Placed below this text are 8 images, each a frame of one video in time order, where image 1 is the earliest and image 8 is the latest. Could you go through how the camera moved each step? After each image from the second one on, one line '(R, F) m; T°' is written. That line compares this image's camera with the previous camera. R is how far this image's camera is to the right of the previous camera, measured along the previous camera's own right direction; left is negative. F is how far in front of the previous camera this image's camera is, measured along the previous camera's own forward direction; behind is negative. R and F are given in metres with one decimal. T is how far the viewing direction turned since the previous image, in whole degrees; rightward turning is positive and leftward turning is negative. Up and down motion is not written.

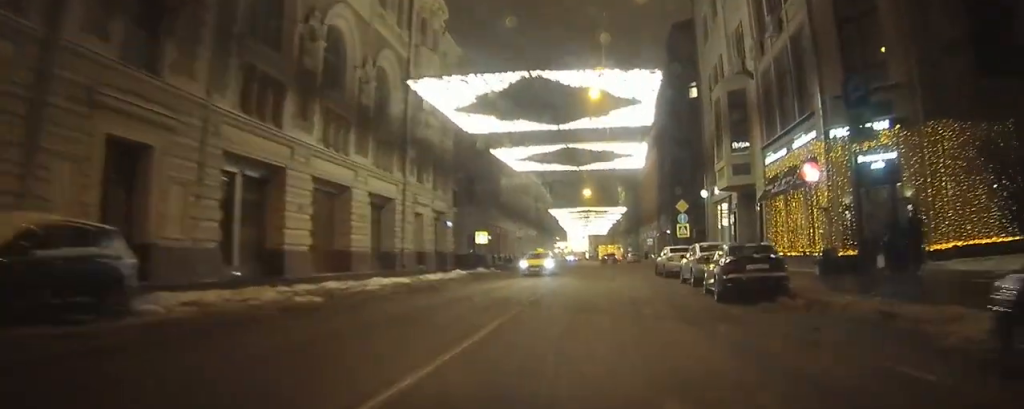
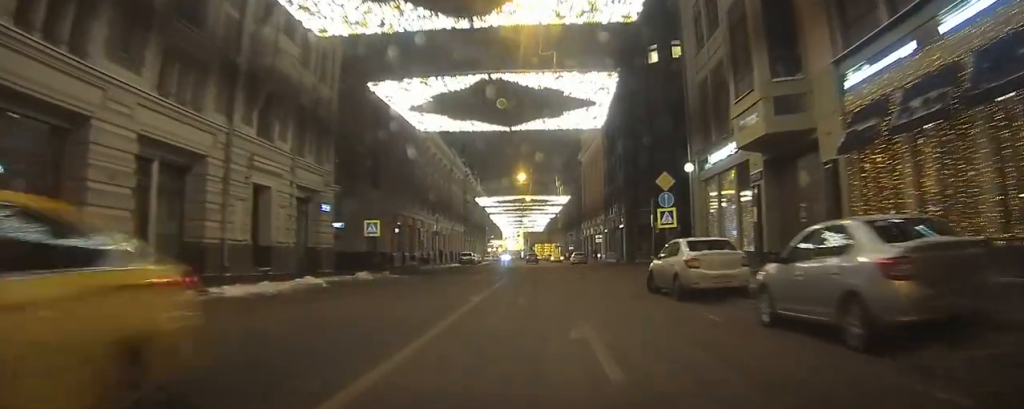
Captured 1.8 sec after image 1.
(+0.6, +16.1) m; +3°
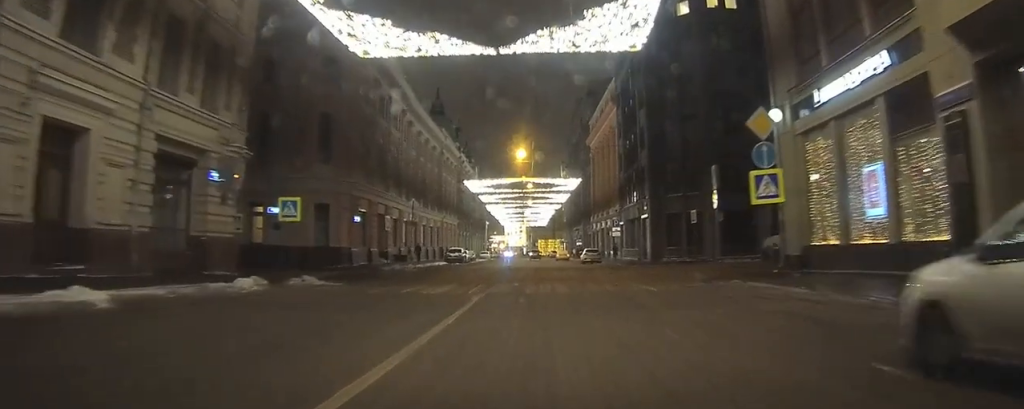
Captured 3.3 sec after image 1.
(+0.1, +14.0) m; +1°
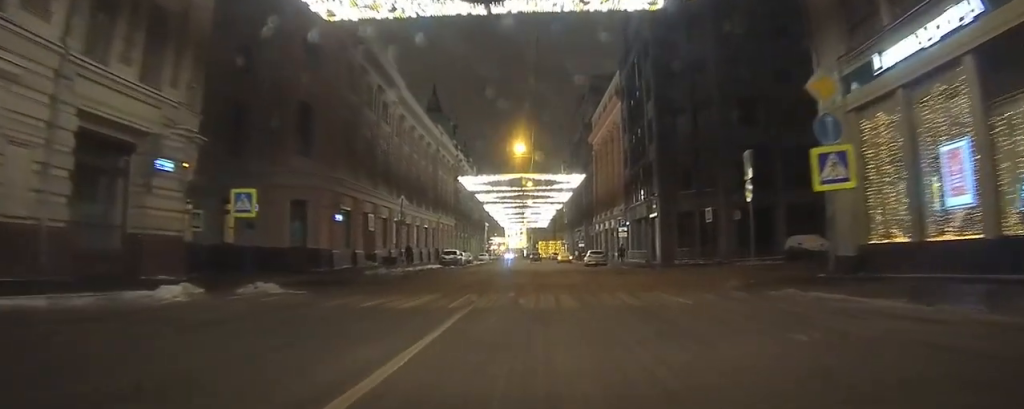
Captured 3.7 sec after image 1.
(+0.1, +4.8) m; 0°
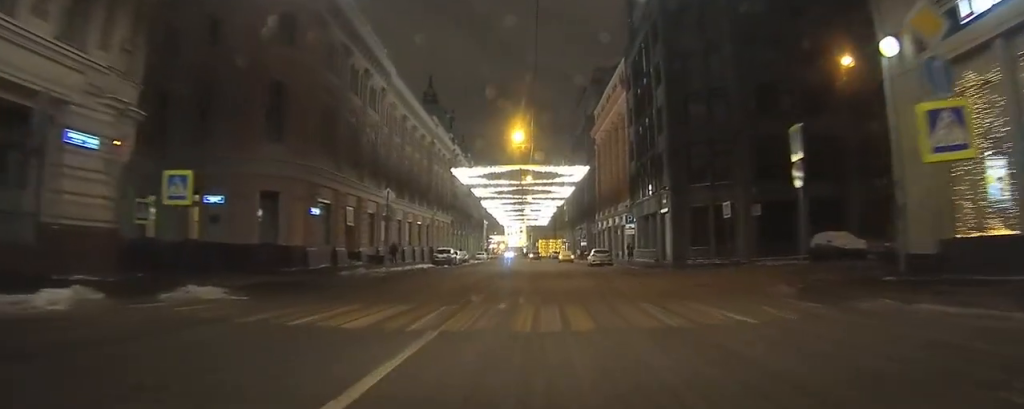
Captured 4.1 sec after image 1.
(0.0, +4.8) m; 0°
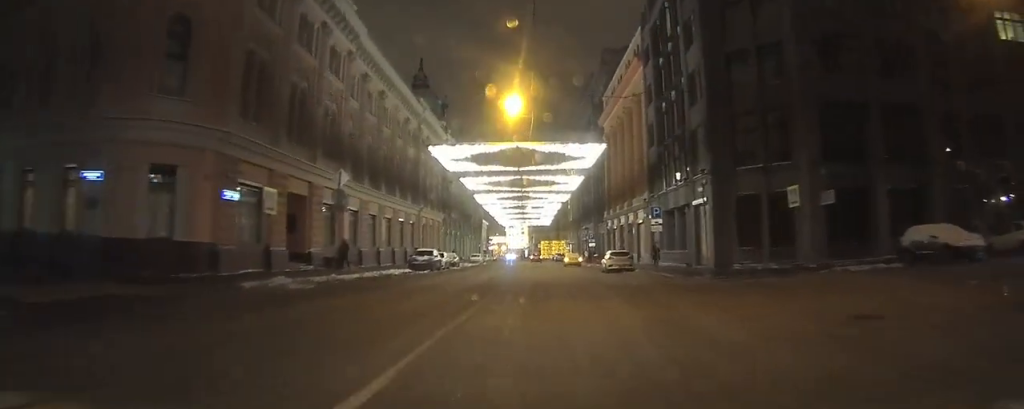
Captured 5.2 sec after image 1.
(0.0, +12.5) m; 0°
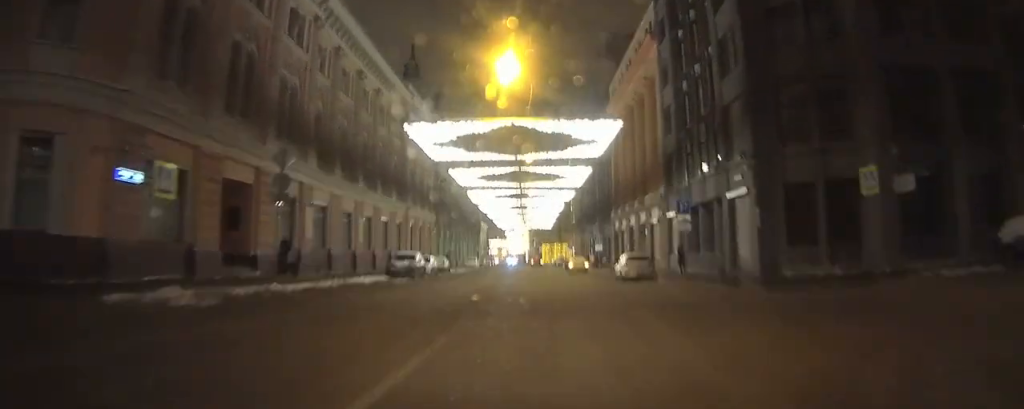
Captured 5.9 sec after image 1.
(0.0, +7.9) m; 0°
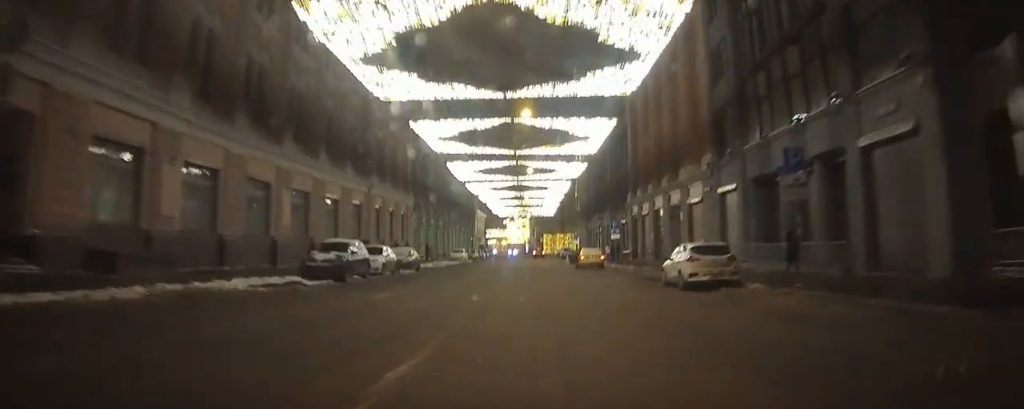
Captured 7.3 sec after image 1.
(0.0, +13.8) m; +1°
